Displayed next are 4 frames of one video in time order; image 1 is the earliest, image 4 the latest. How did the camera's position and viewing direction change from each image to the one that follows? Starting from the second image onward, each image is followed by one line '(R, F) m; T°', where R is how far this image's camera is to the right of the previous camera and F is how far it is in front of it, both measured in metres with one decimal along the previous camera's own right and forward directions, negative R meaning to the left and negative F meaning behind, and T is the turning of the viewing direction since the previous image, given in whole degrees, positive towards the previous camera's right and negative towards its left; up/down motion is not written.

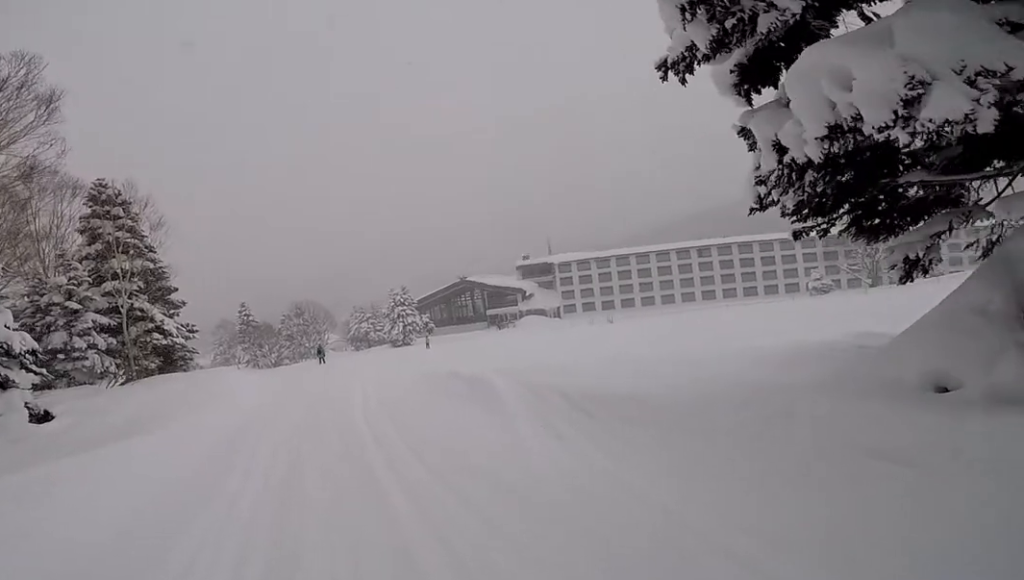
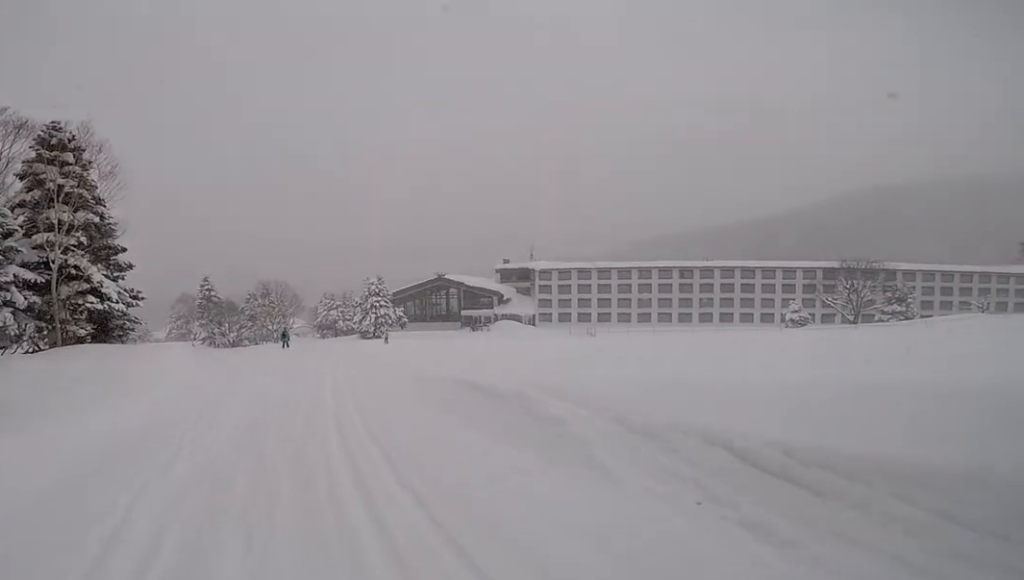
(0.0, +3.3) m; 0°
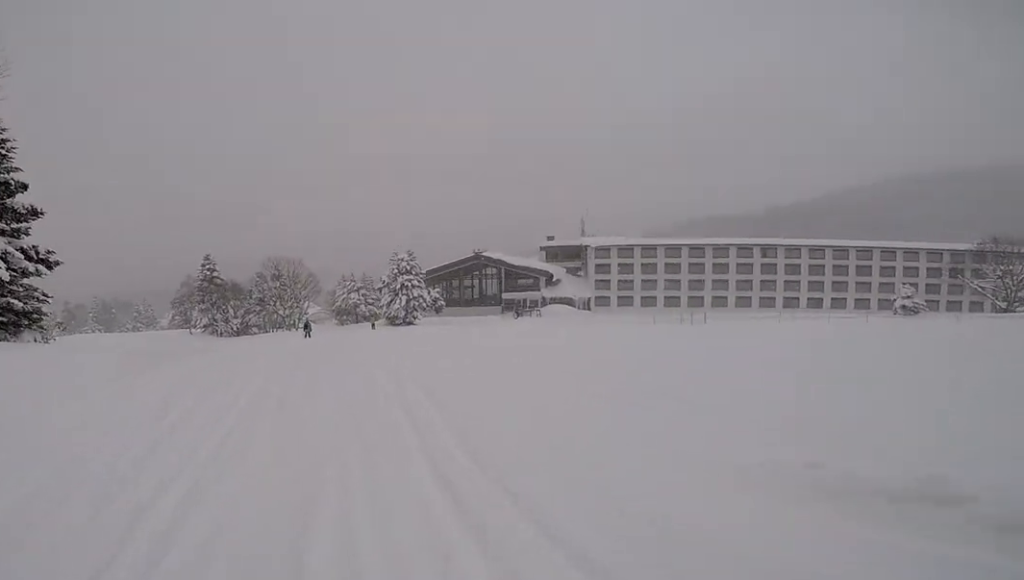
(0.0, +11.1) m; 0°
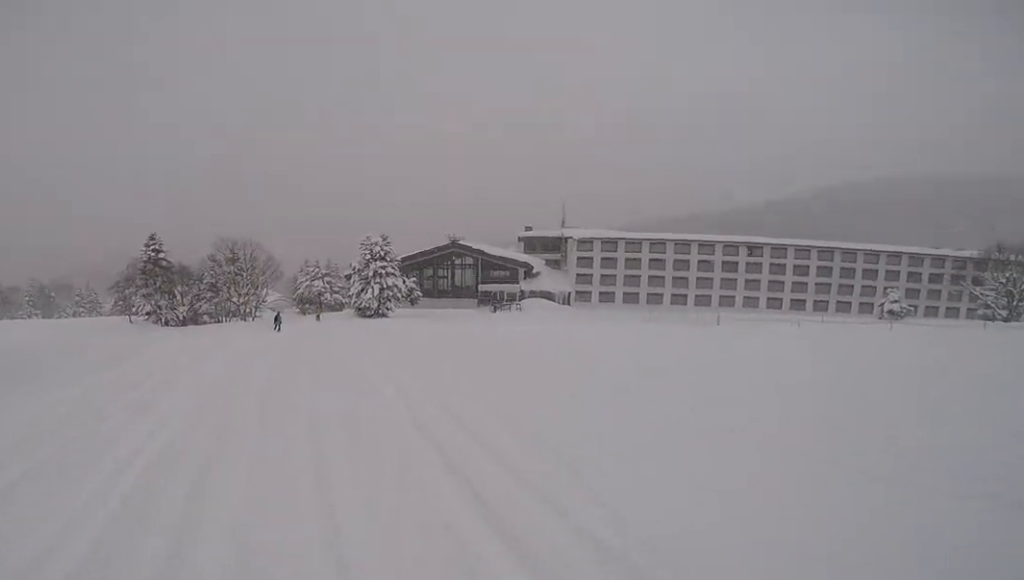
(0.0, +5.4) m; 0°
